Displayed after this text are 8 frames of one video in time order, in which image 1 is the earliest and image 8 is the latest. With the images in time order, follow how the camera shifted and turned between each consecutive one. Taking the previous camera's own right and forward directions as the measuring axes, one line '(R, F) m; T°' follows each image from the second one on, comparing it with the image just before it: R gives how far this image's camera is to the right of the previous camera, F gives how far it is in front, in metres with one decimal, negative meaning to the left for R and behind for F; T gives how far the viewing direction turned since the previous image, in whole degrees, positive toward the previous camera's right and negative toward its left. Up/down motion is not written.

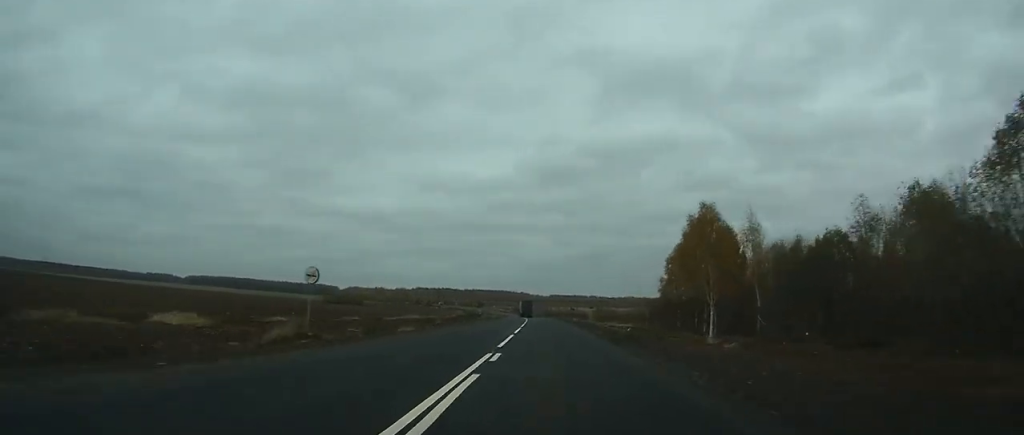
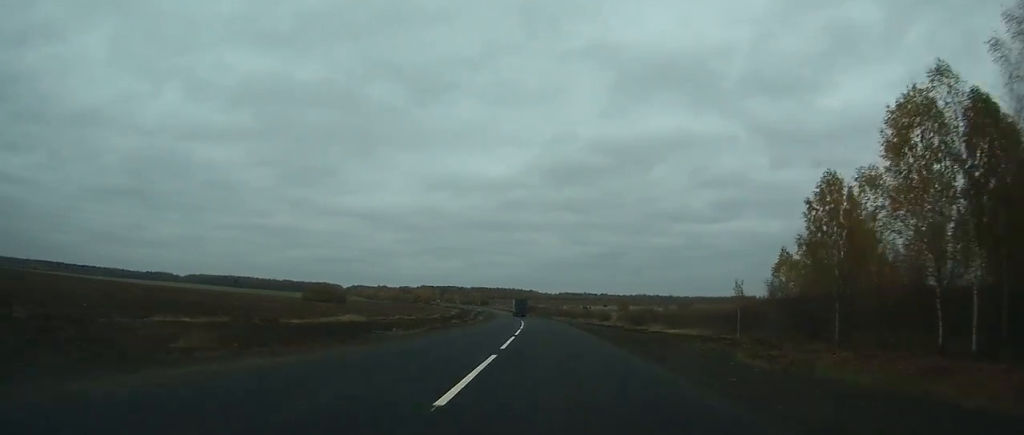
(-0.8, +47.1) m; -2°
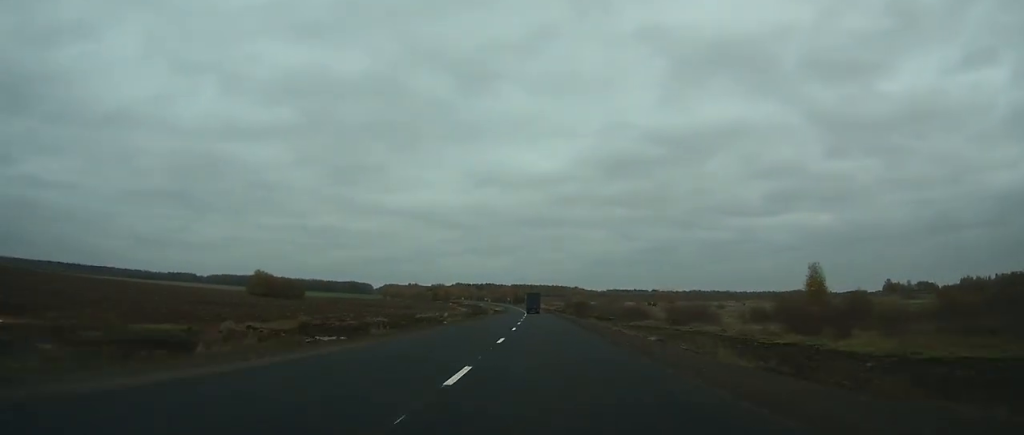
(-3.2, +112.2) m; -3°
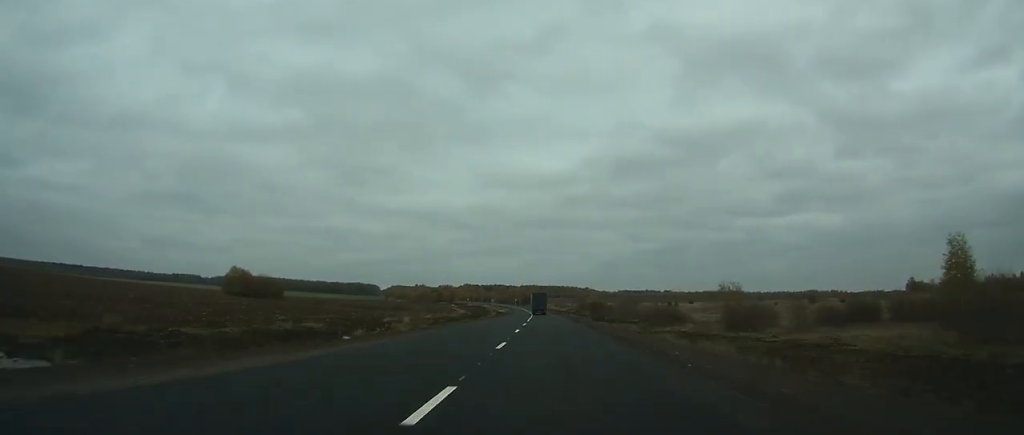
(-0.2, +28.7) m; -1°
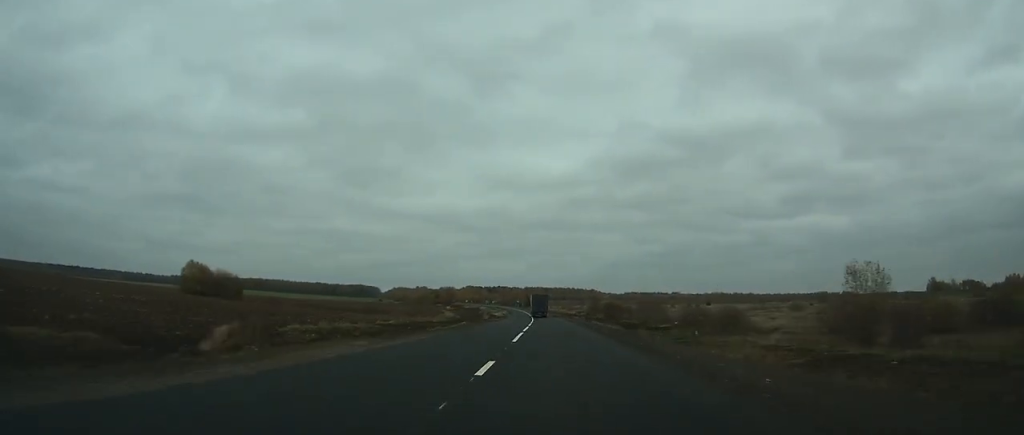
(-0.4, +32.4) m; -1°
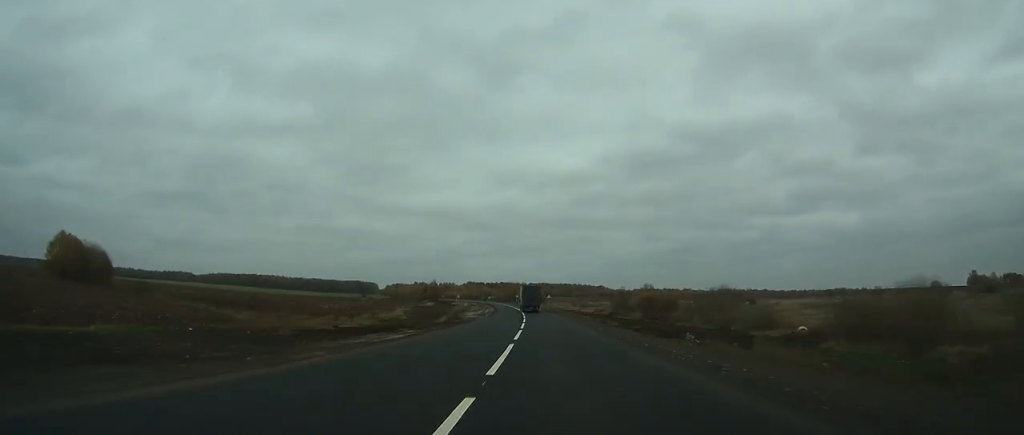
(-0.3, +60.3) m; -1°
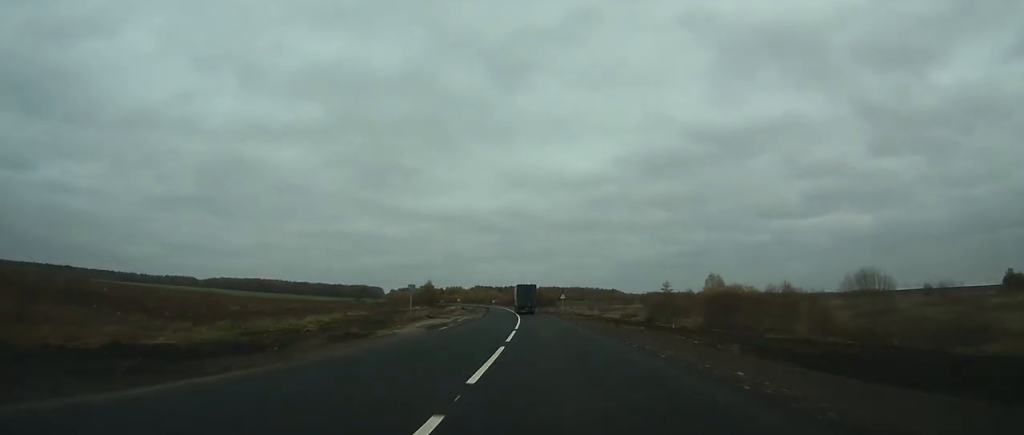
(-0.2, +36.1) m; -1°
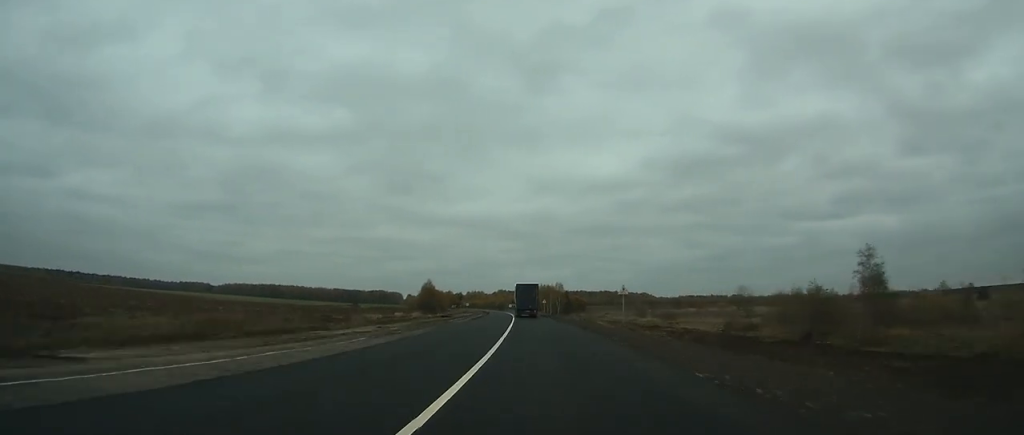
(-1.0, +51.9) m; -2°
